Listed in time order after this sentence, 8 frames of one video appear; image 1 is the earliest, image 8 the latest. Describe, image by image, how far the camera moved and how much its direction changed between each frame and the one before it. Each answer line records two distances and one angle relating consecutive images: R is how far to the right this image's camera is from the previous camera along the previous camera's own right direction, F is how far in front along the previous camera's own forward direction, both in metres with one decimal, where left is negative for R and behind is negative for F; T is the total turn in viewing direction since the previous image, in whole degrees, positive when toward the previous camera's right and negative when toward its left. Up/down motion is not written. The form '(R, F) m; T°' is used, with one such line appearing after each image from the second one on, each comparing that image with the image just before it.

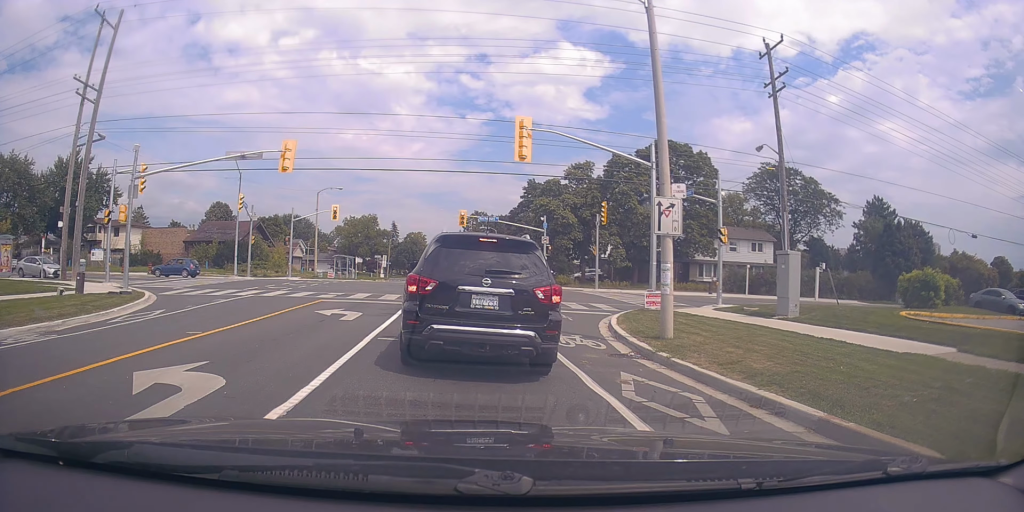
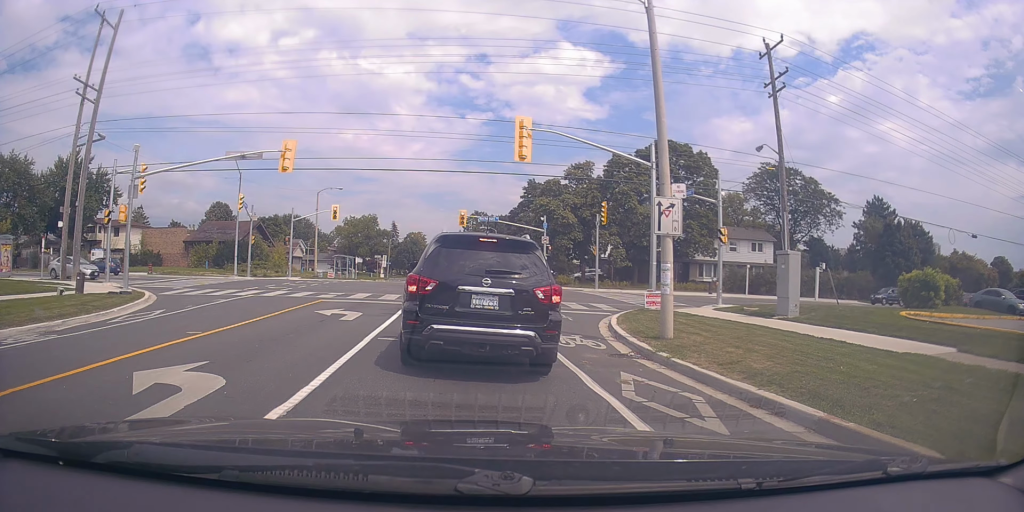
(0.0, 0.0) m; 0°
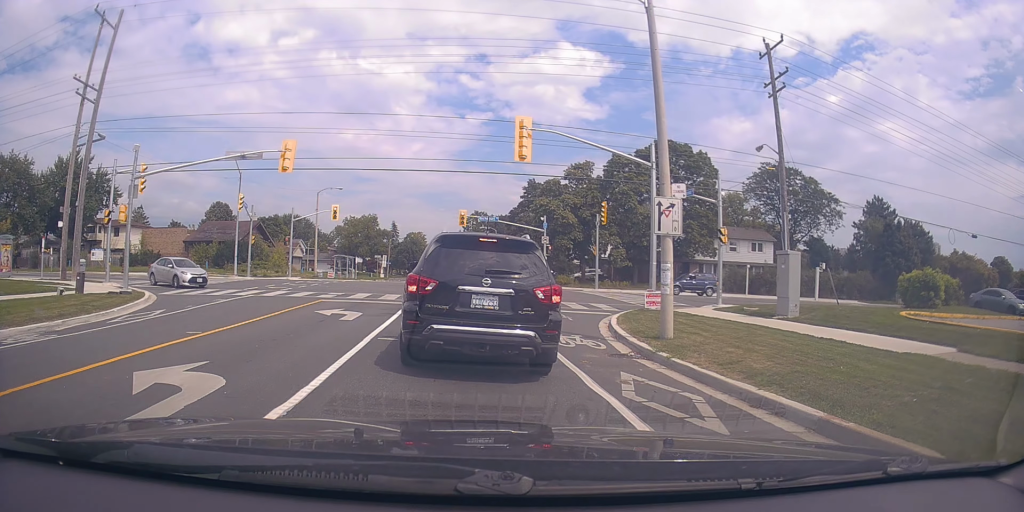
(0.0, 0.0) m; 0°
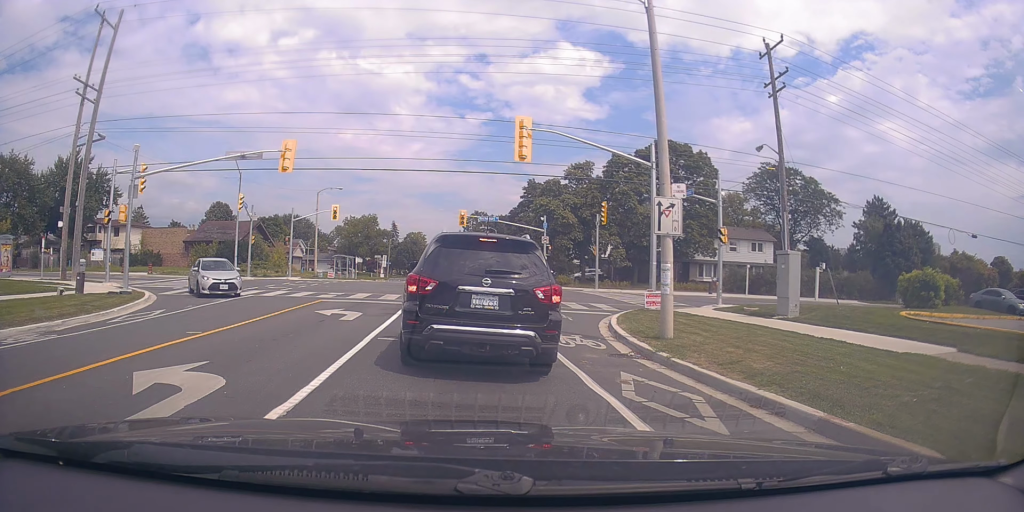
(0.0, 0.0) m; 0°
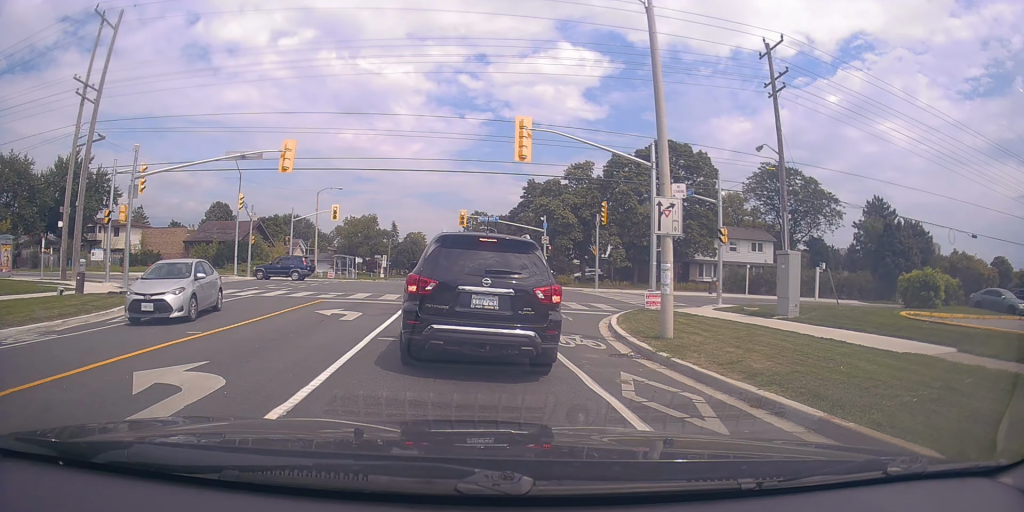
(0.0, 0.0) m; 0°
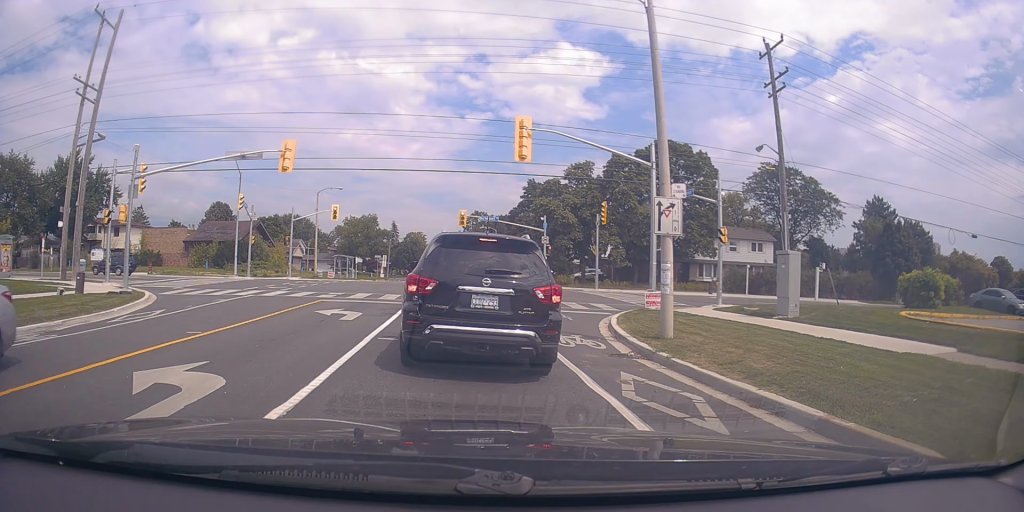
(0.0, 0.0) m; 0°
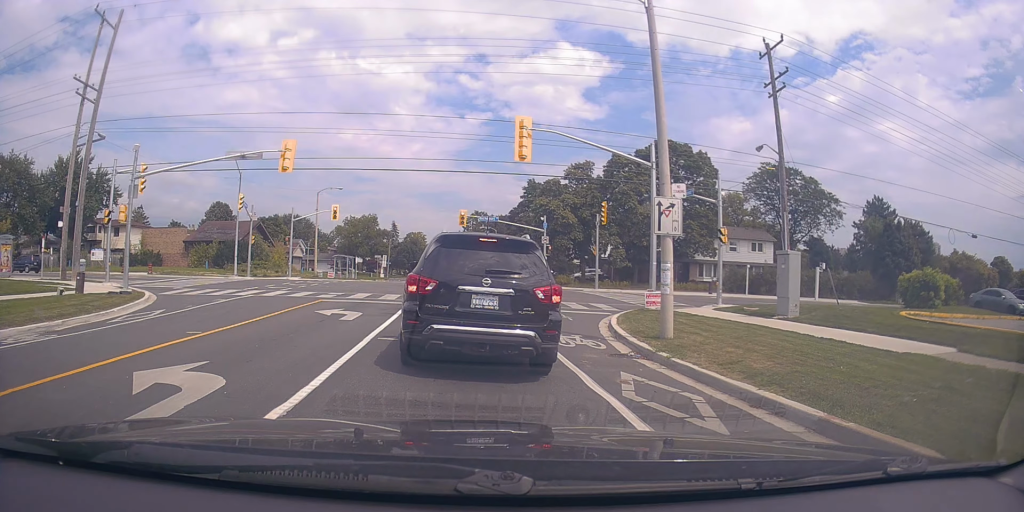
(0.0, 0.0) m; 0°
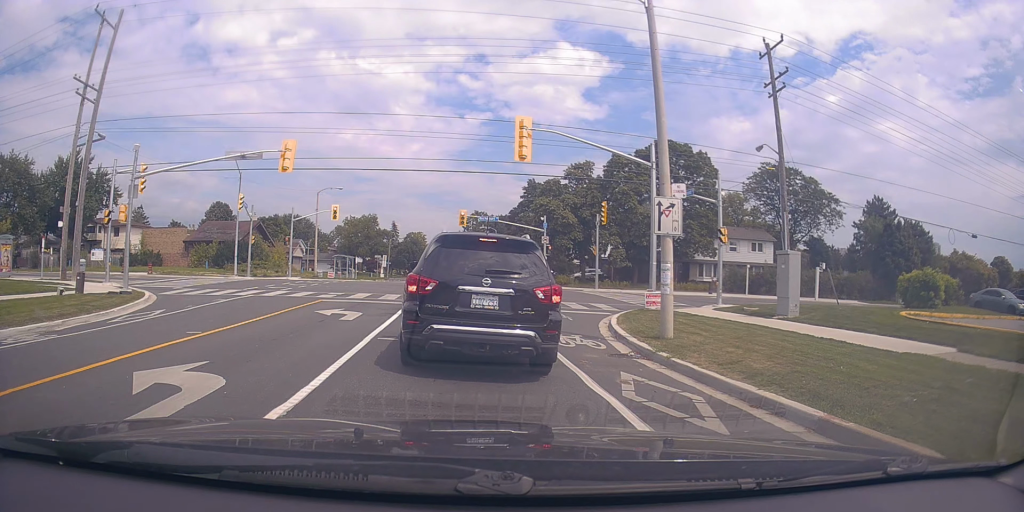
(0.0, 0.0) m; 0°
